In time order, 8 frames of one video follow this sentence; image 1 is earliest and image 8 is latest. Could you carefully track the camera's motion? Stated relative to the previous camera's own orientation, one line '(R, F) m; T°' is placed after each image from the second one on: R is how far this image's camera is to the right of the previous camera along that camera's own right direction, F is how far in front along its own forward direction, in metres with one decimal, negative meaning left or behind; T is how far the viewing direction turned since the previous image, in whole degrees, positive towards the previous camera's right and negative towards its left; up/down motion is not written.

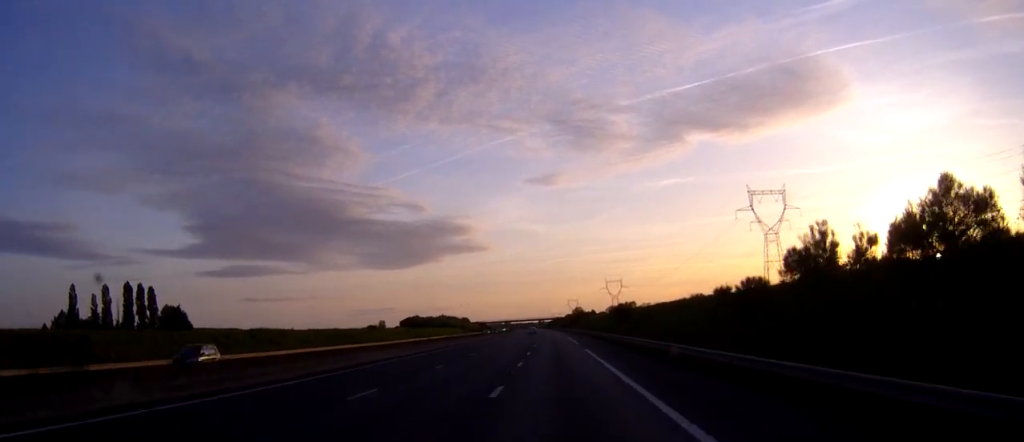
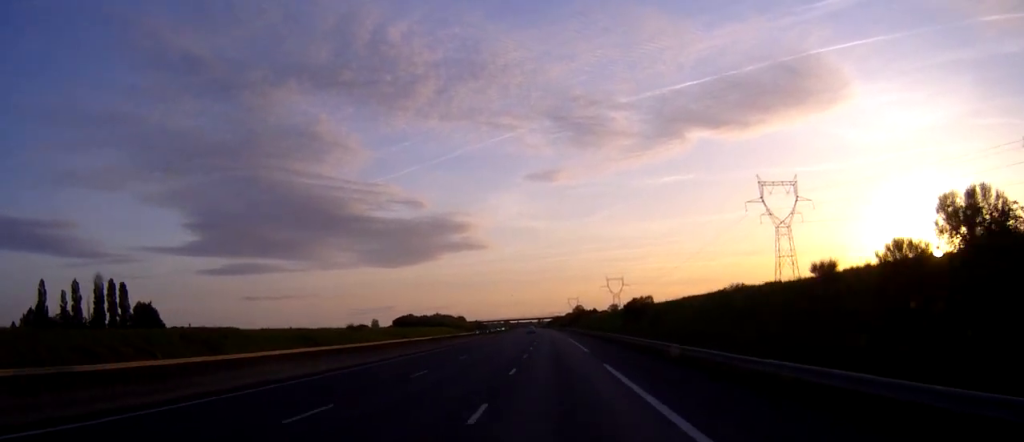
(0.0, +17.7) m; 0°
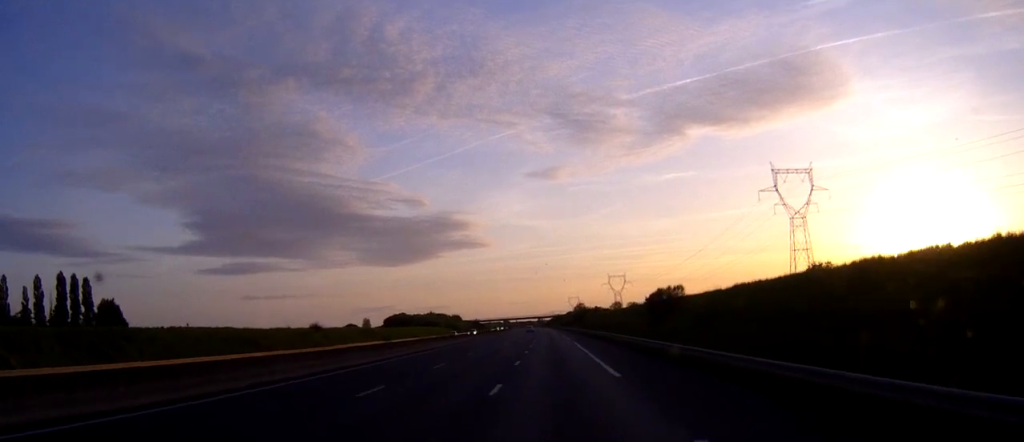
(0.0, +20.3) m; 0°
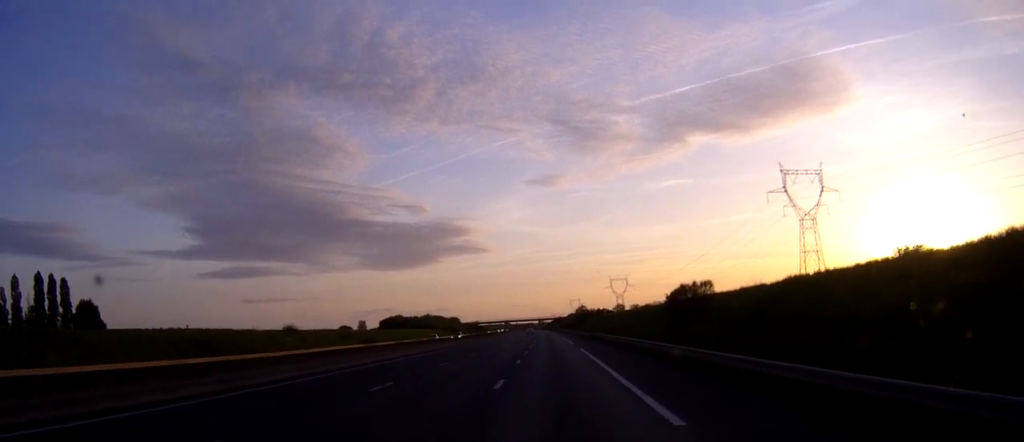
(0.0, +11.5) m; 0°
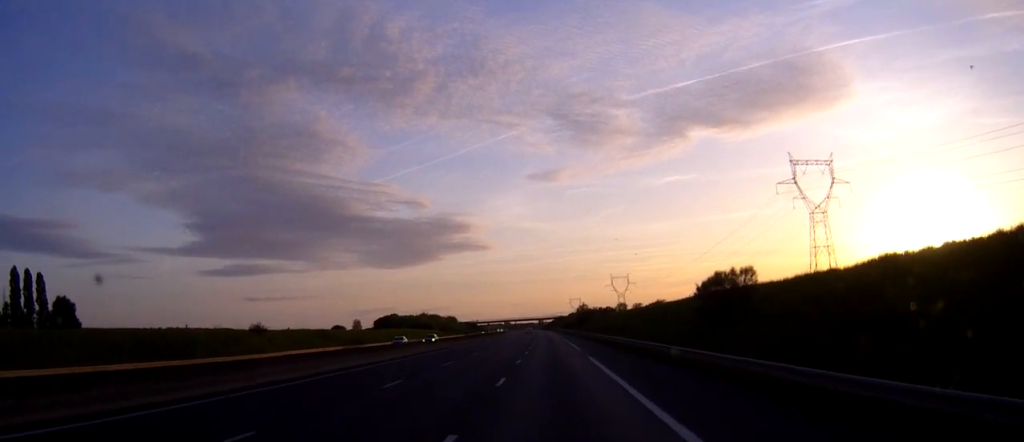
(0.0, +11.5) m; 0°
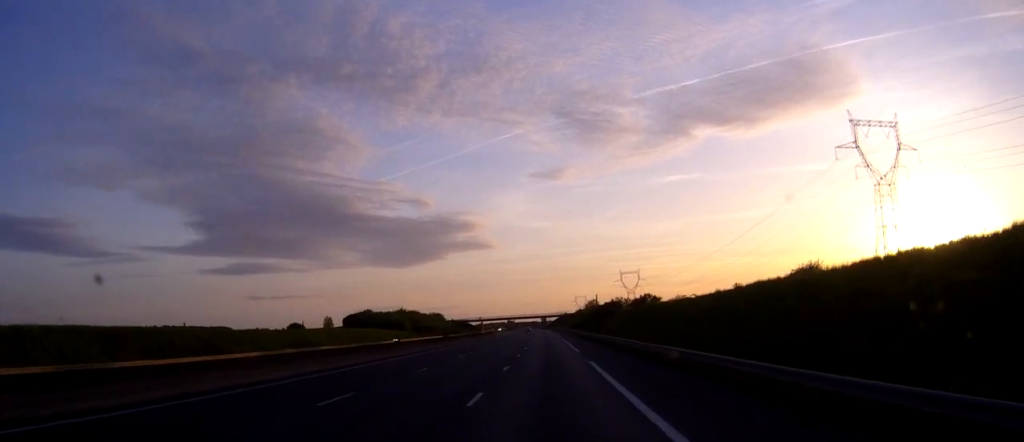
(-0.1, +57.5) m; 0°
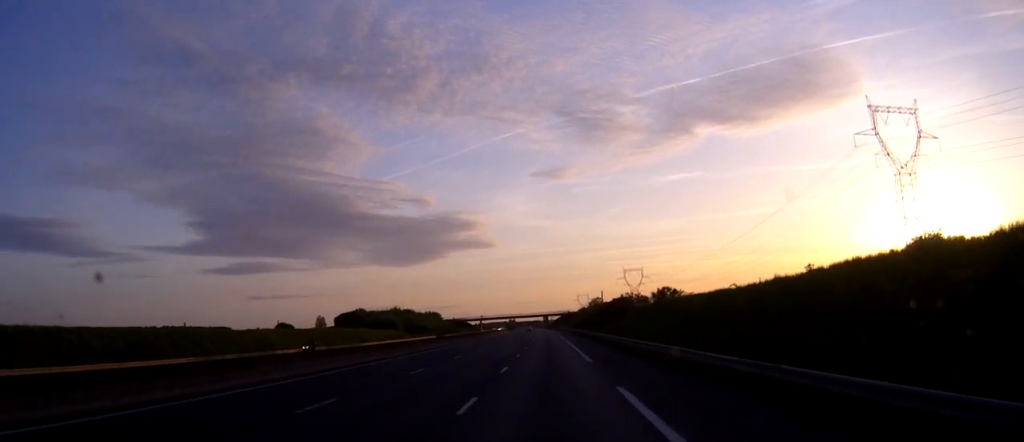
(0.0, +14.2) m; 0°
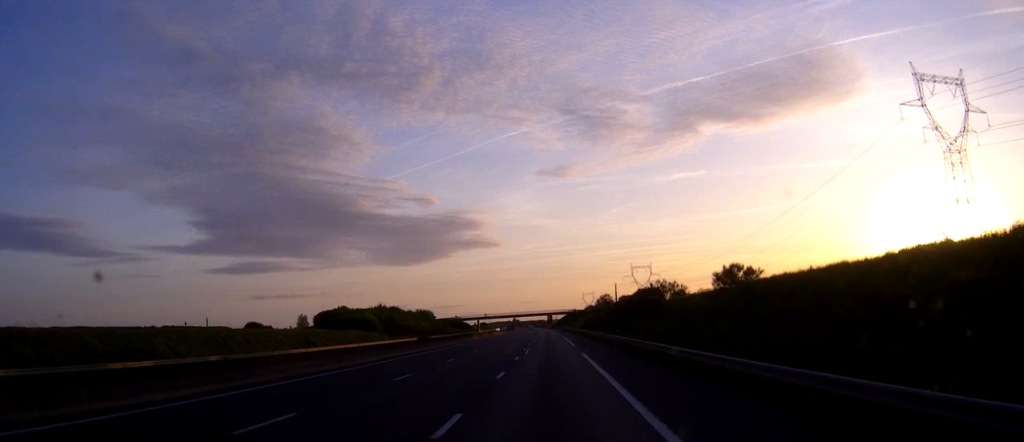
(-0.1, +29.4) m; 0°
